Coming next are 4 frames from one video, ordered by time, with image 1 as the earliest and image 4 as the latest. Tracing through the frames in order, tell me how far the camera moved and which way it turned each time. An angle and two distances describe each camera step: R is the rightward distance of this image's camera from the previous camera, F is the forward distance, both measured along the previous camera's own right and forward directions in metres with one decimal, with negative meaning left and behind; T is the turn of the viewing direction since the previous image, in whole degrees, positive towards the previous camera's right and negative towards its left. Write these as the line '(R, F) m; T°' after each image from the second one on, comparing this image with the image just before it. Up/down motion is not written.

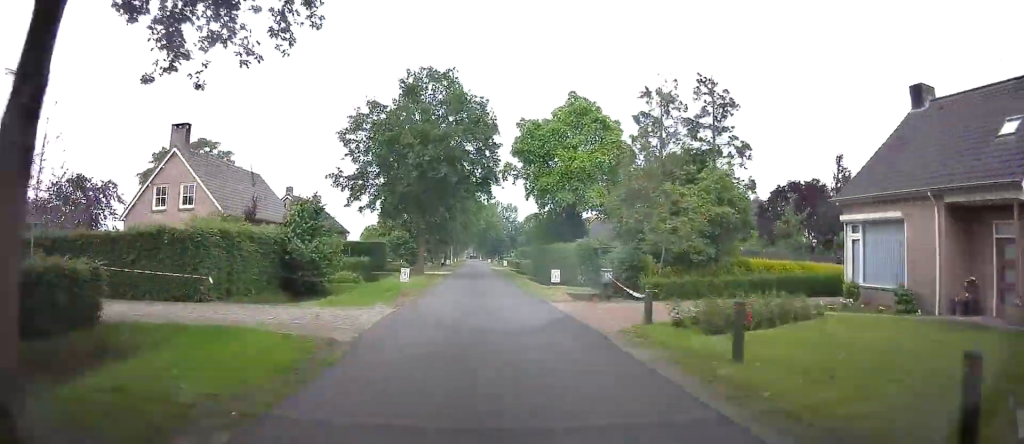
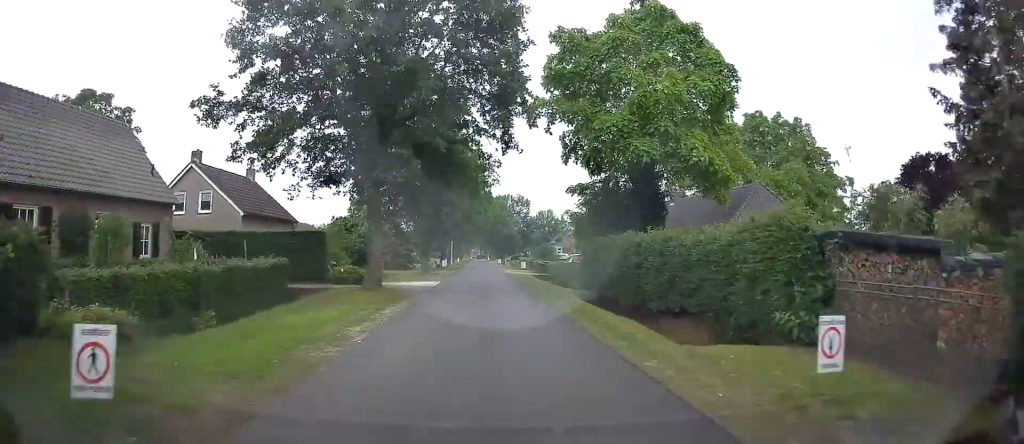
(+0.2, +21.0) m; 0°
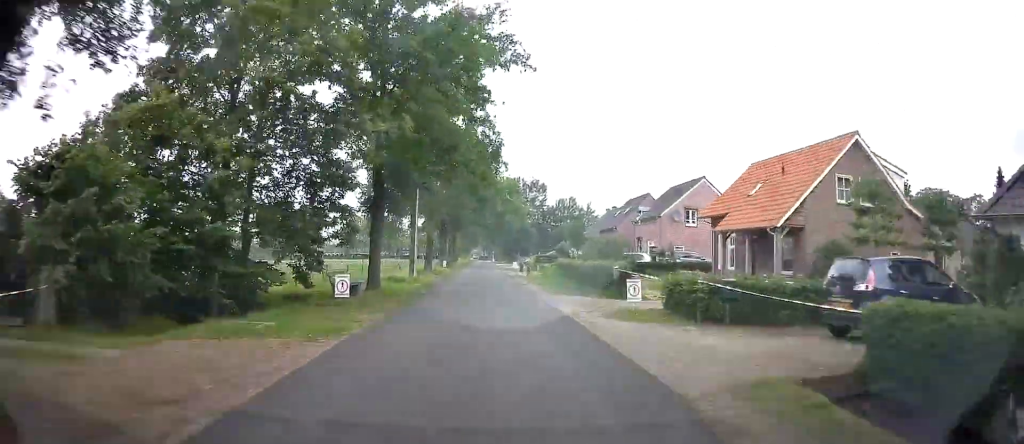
(-0.1, +38.7) m; -1°
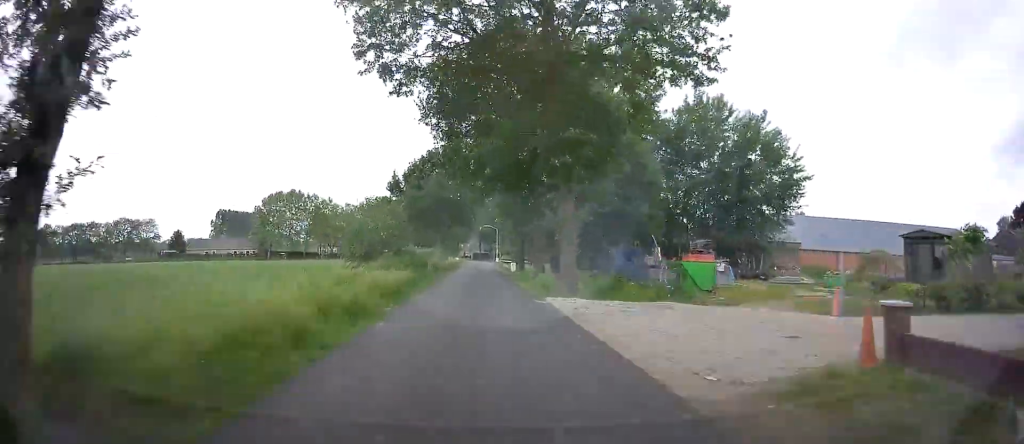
(-0.9, +85.9) m; 0°
